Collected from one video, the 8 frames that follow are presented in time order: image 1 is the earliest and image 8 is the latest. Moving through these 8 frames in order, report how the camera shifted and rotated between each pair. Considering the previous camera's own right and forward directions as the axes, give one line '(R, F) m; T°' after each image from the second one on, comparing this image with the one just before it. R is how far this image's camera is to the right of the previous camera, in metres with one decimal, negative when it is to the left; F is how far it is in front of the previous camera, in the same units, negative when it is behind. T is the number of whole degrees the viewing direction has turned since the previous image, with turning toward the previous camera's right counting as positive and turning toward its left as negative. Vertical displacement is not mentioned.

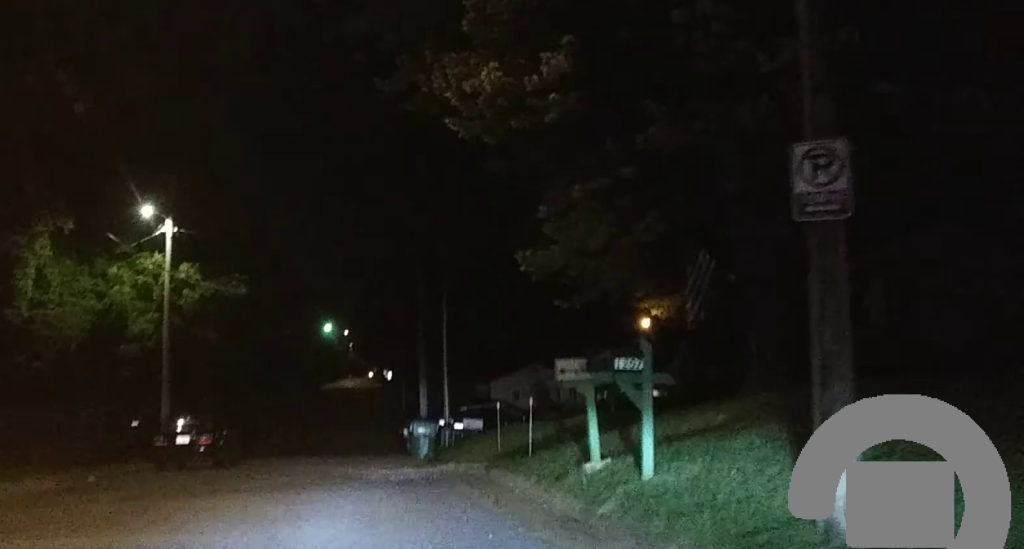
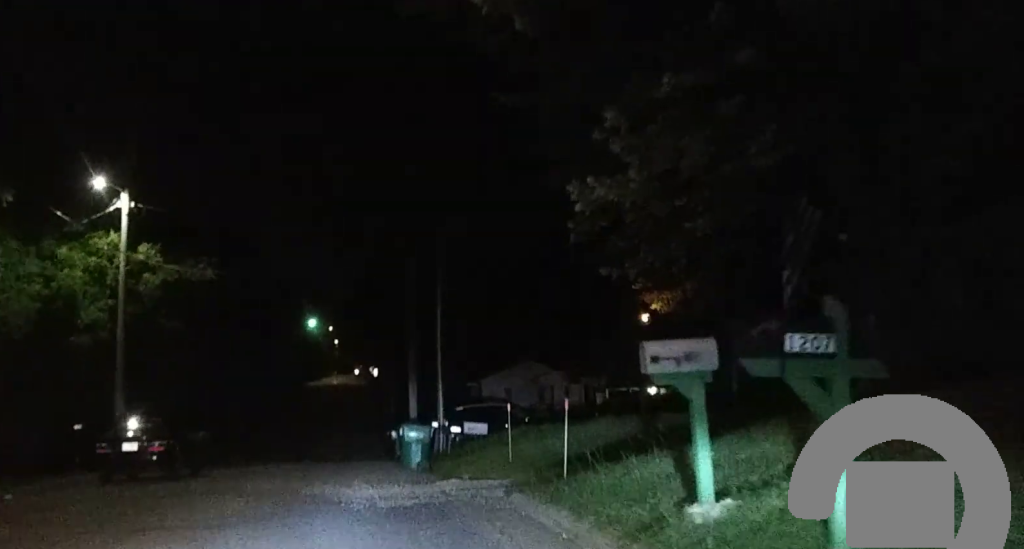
(-0.2, +5.2) m; -2°
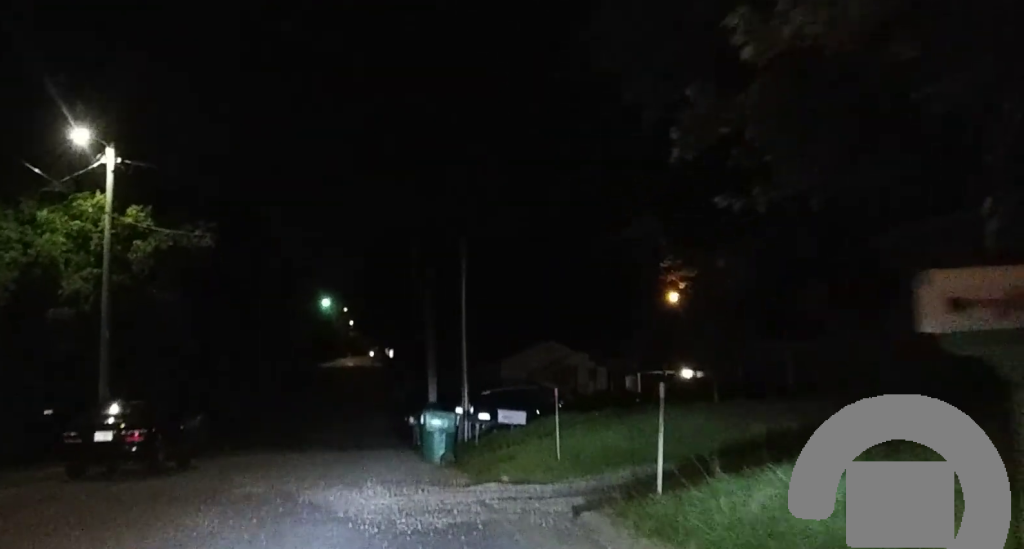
(+0.1, +3.7) m; +1°
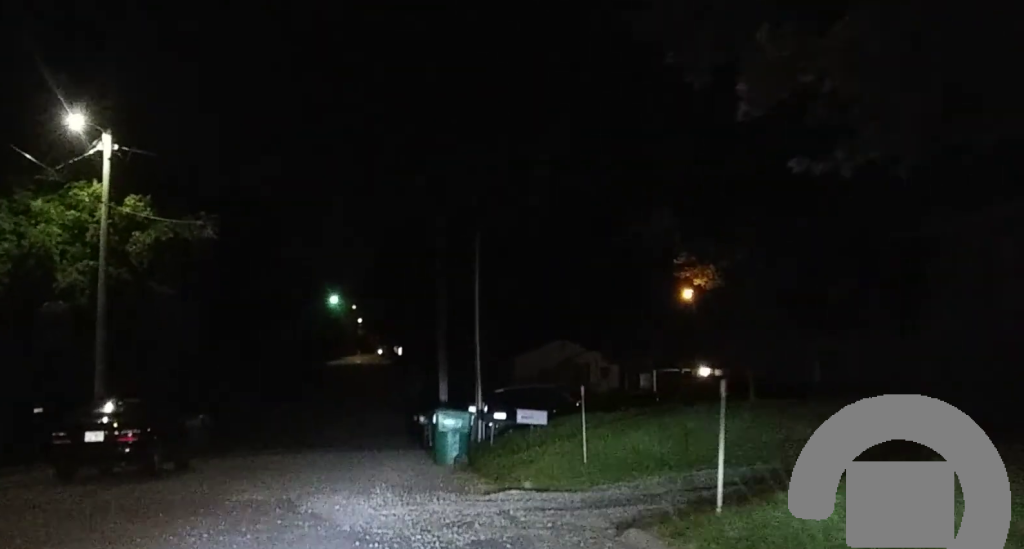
(0.0, +1.4) m; 0°
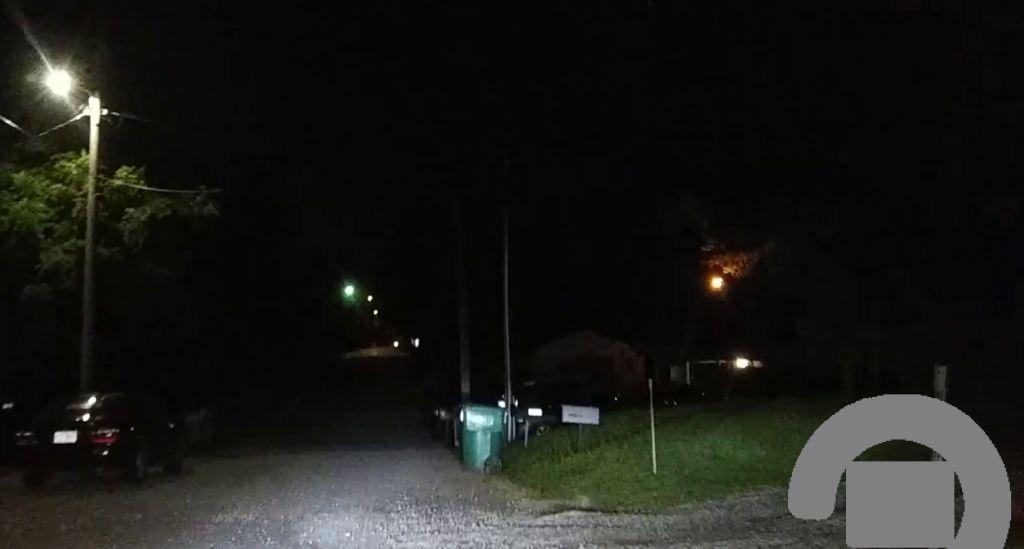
(0.0, +2.1) m; 0°
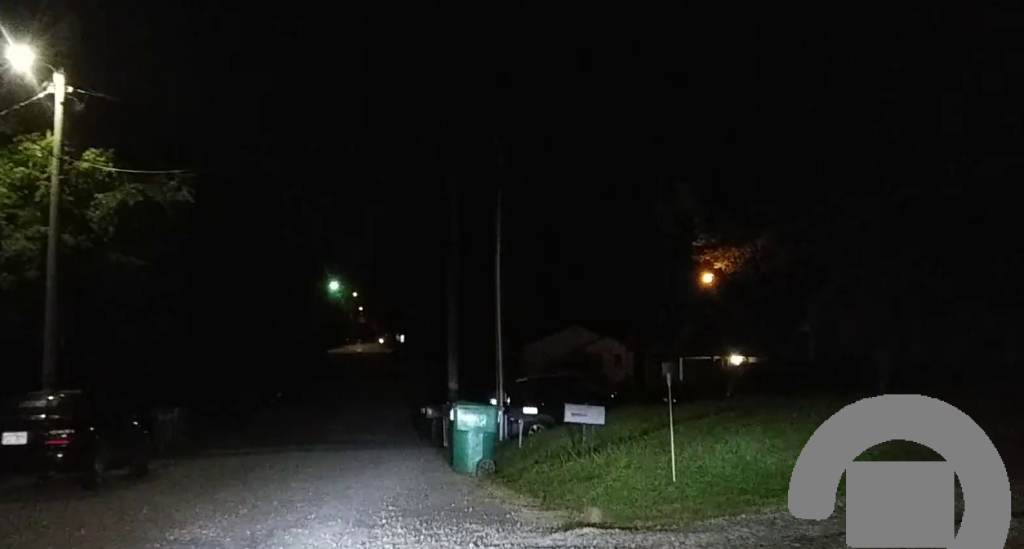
(0.0, +1.2) m; 0°
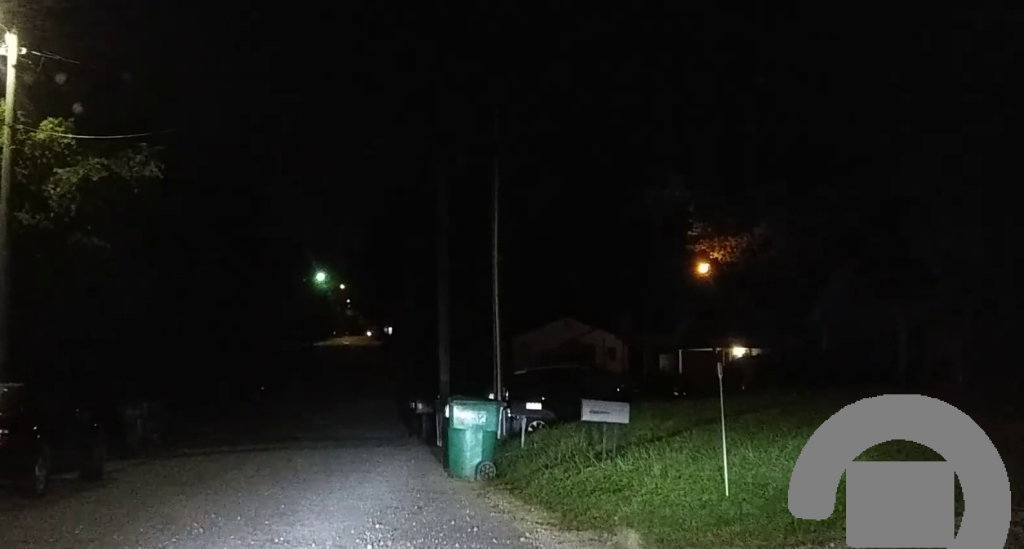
(0.0, +2.0) m; 0°
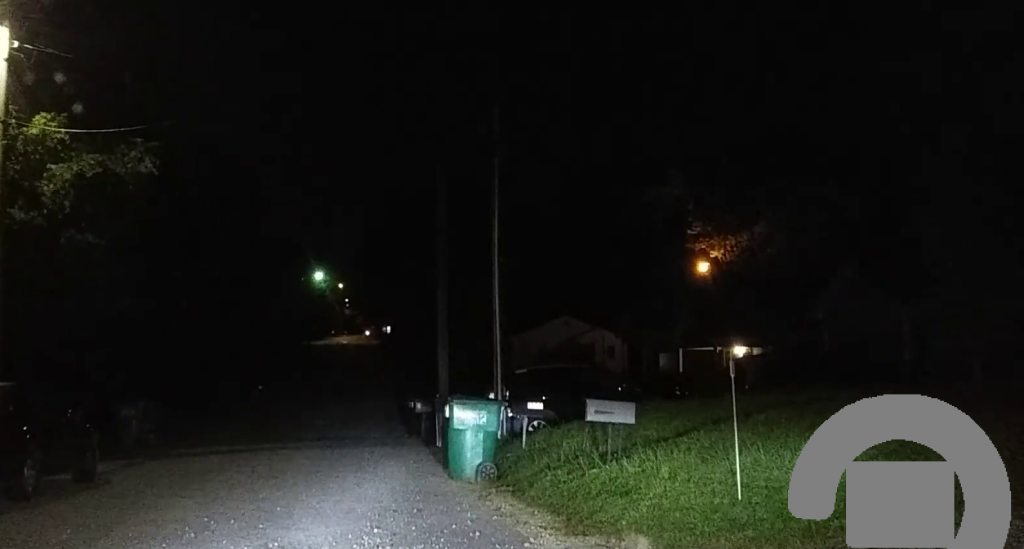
(-0.1, +0.8) m; 0°
